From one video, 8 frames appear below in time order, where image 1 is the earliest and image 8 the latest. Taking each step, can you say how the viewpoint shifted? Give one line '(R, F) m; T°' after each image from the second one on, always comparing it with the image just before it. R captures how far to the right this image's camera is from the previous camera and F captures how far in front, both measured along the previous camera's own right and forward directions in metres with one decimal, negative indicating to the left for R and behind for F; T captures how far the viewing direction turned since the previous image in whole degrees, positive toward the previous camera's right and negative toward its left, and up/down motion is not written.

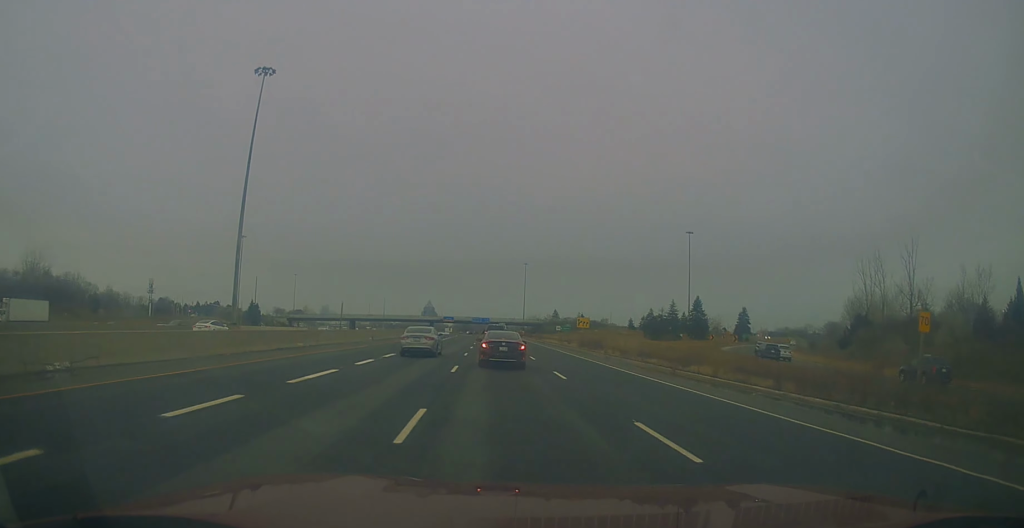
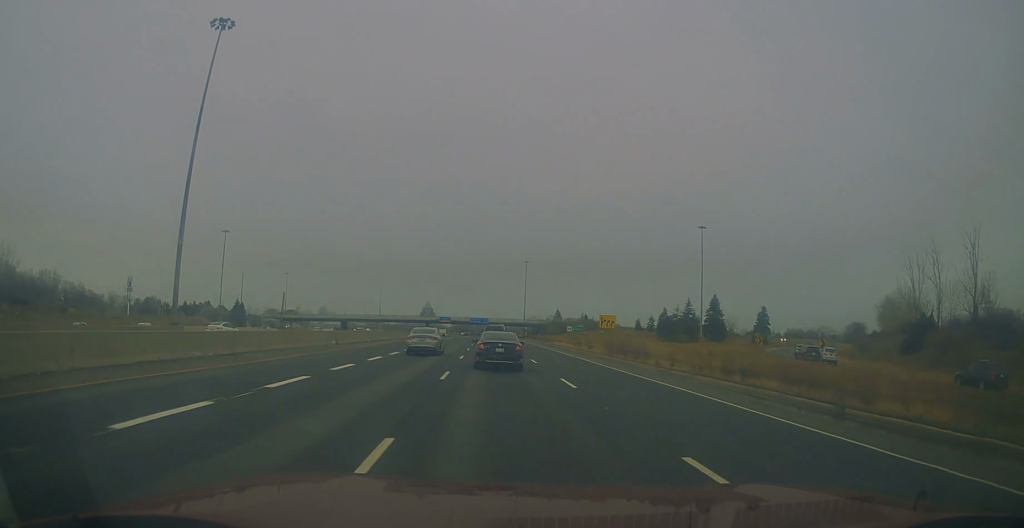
(-0.2, +13.4) m; 0°
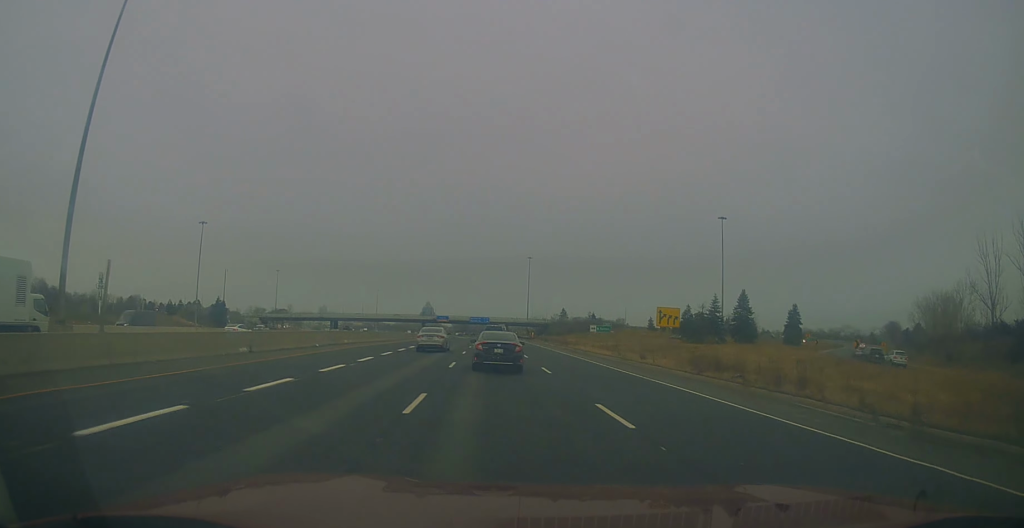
(+0.3, +20.0) m; +1°
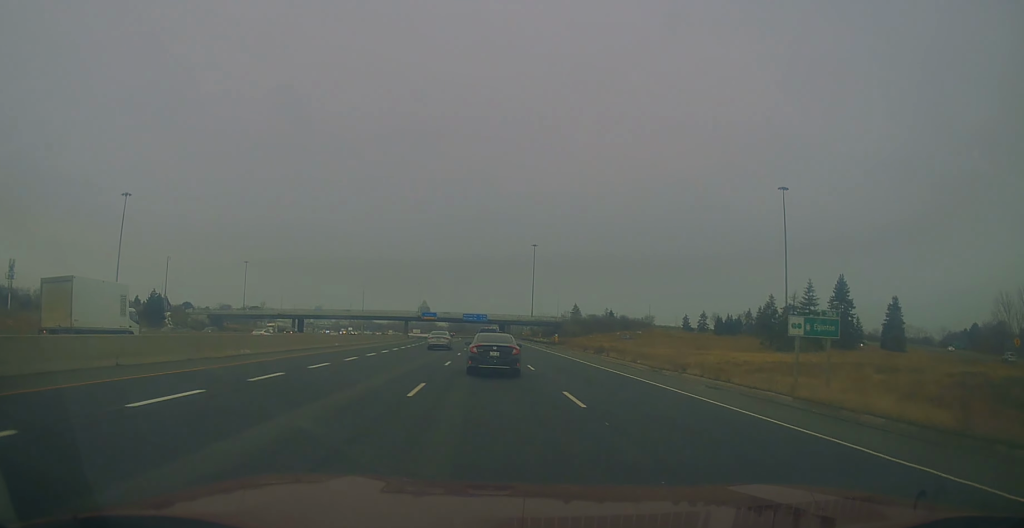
(+0.3, +46.3) m; 0°
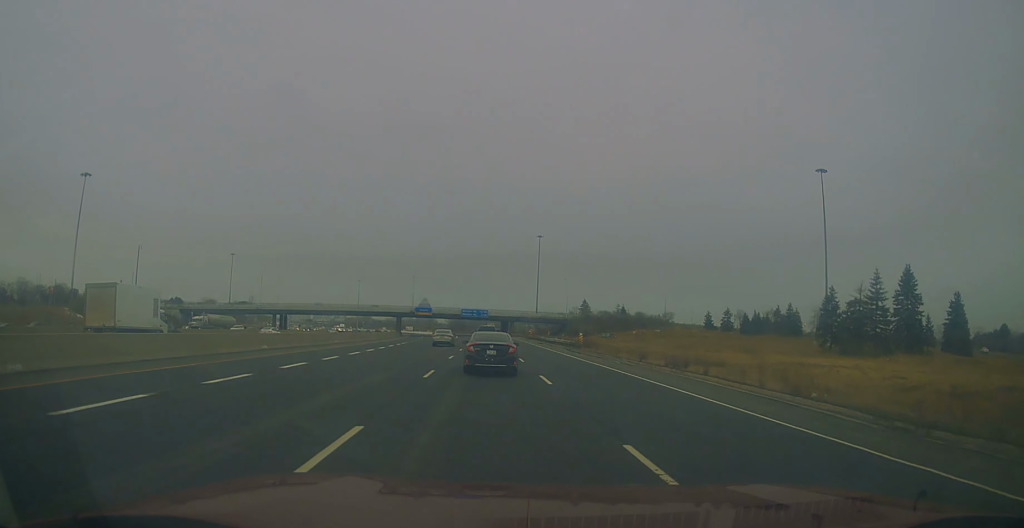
(0.0, +19.7) m; 0°
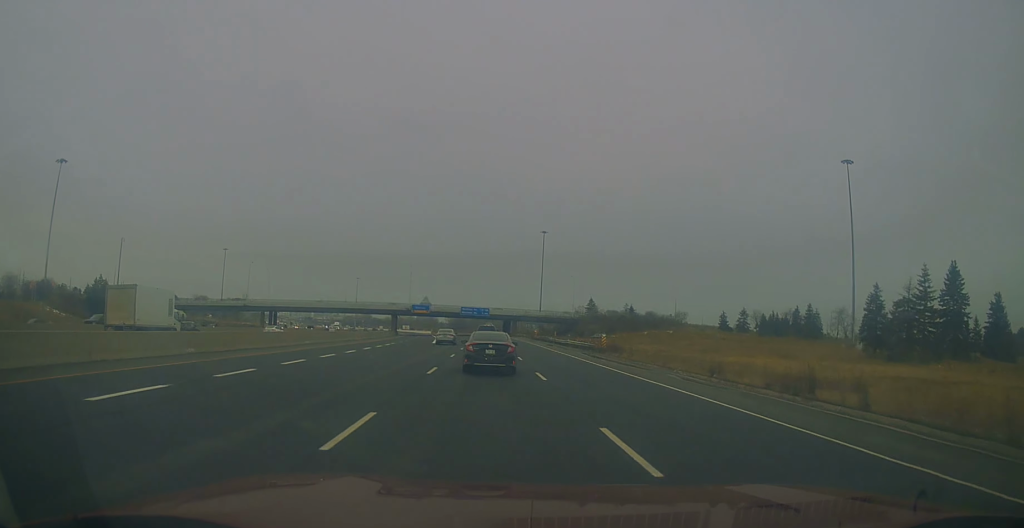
(0.0, +11.0) m; 0°
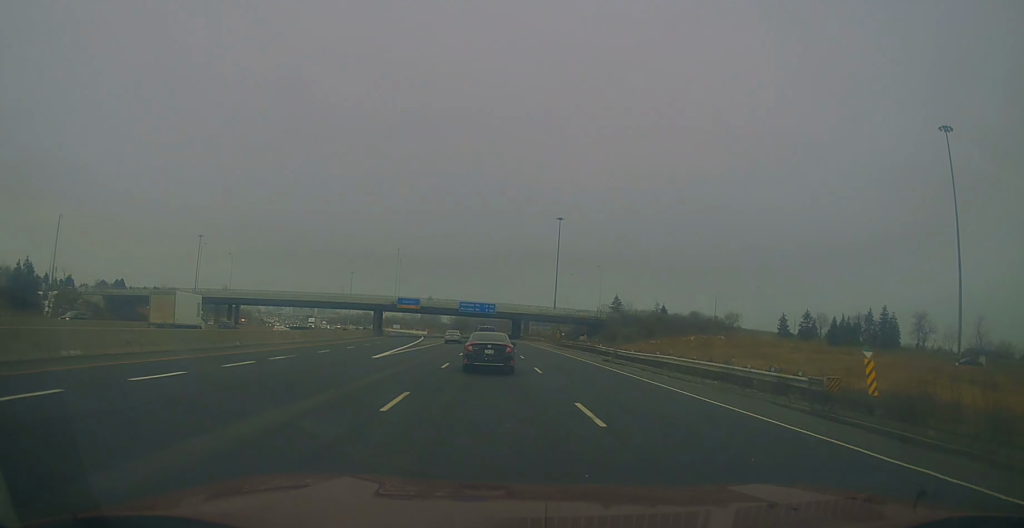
(0.0, +33.4) m; 0°
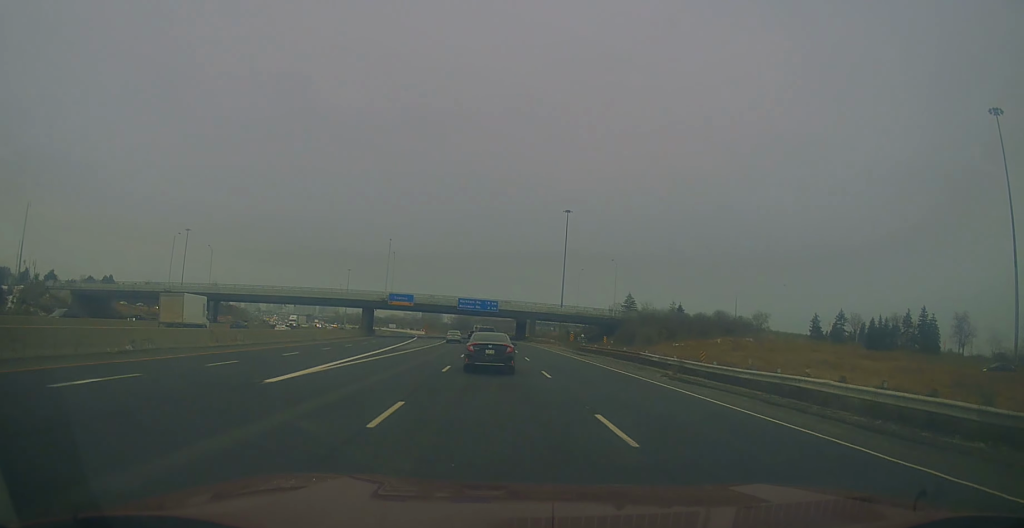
(0.0, +13.9) m; 0°
